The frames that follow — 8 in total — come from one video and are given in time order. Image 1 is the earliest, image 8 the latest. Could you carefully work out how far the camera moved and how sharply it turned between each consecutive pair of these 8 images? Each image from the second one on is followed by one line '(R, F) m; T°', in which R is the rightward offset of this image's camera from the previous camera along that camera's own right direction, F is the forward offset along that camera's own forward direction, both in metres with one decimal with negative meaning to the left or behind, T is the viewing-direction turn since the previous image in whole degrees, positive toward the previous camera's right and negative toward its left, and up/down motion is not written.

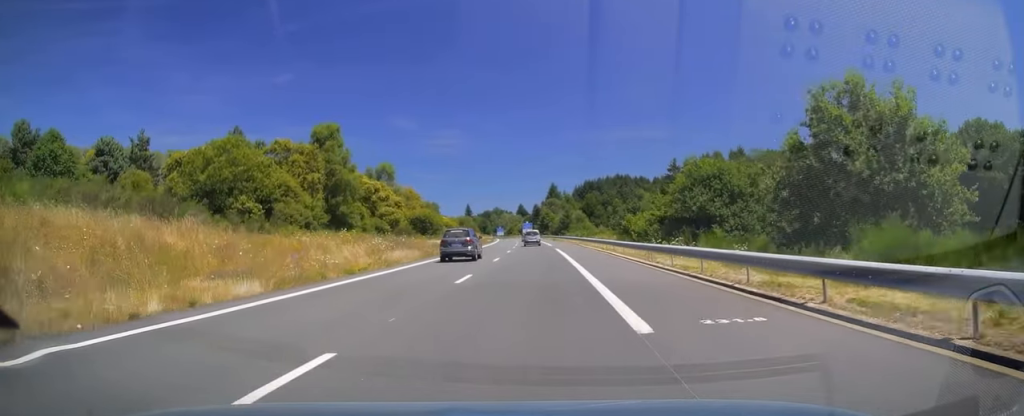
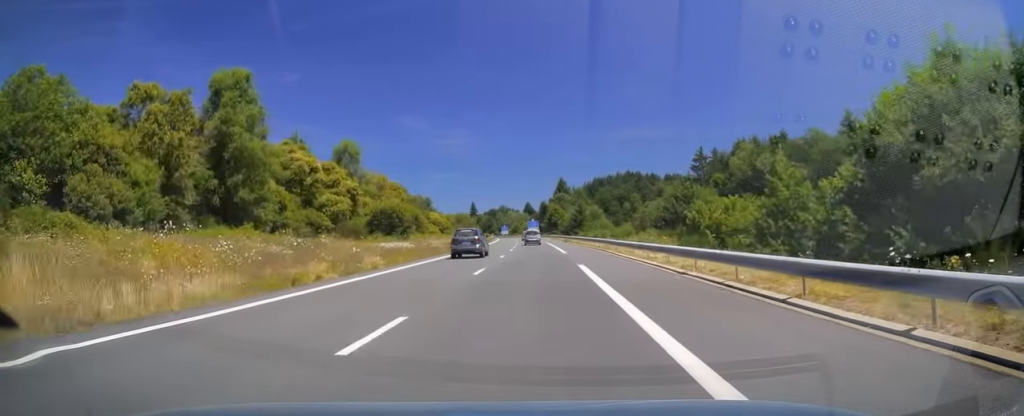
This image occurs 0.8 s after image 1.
(-0.3, +23.1) m; -1°
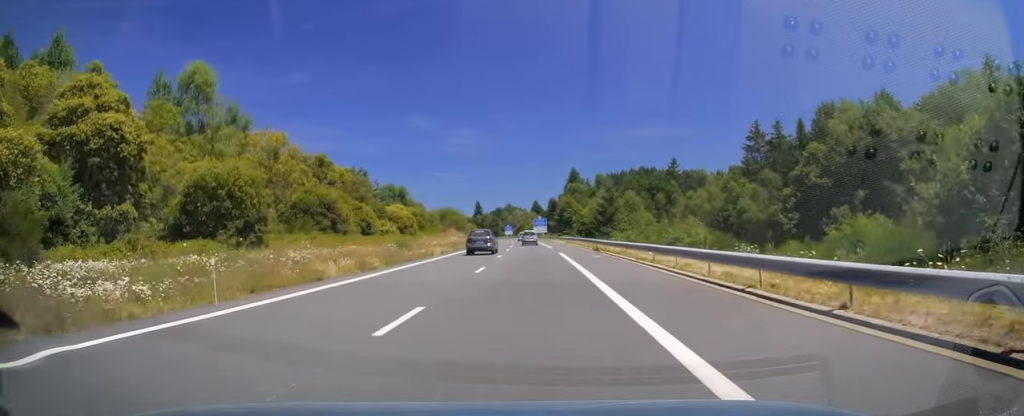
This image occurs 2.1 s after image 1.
(-0.3, +37.8) m; -1°
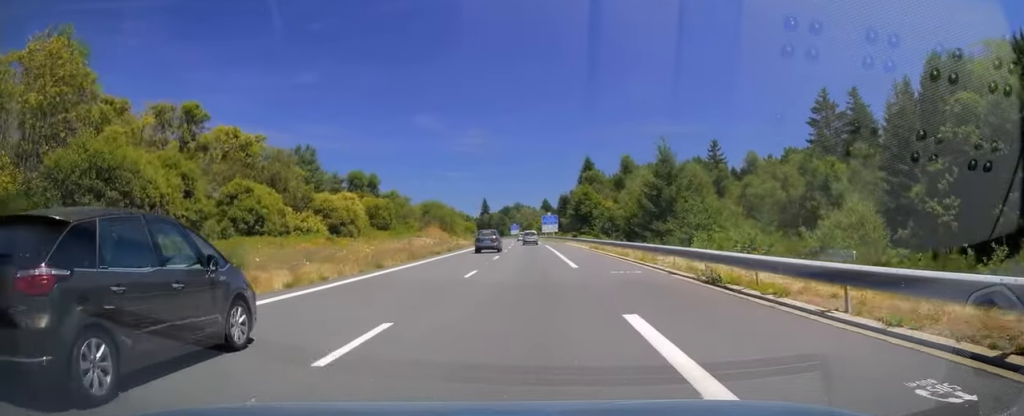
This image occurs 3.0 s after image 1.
(0.0, +27.9) m; 0°
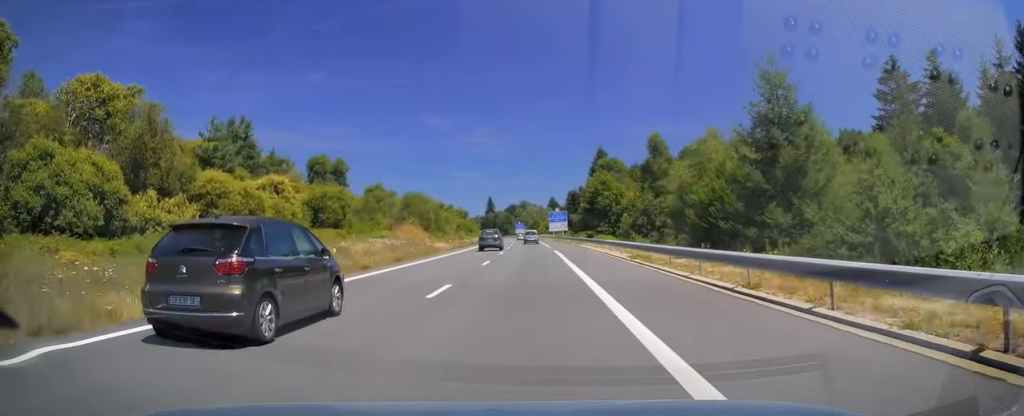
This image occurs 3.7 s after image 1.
(0.0, +19.6) m; -1°
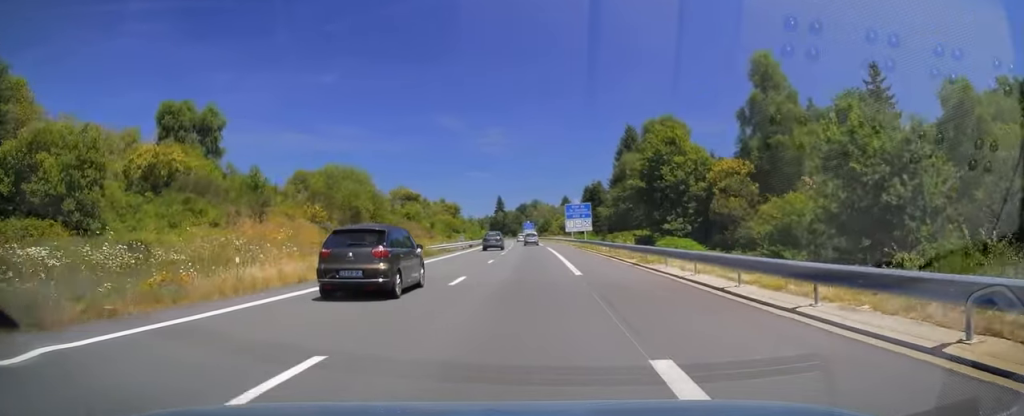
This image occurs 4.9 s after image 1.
(-0.4, +35.3) m; -2°
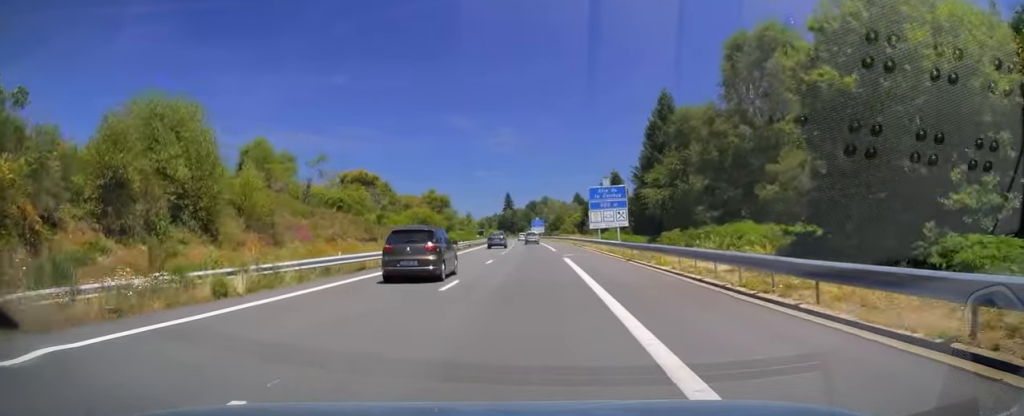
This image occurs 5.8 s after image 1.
(-0.4, +28.1) m; -1°
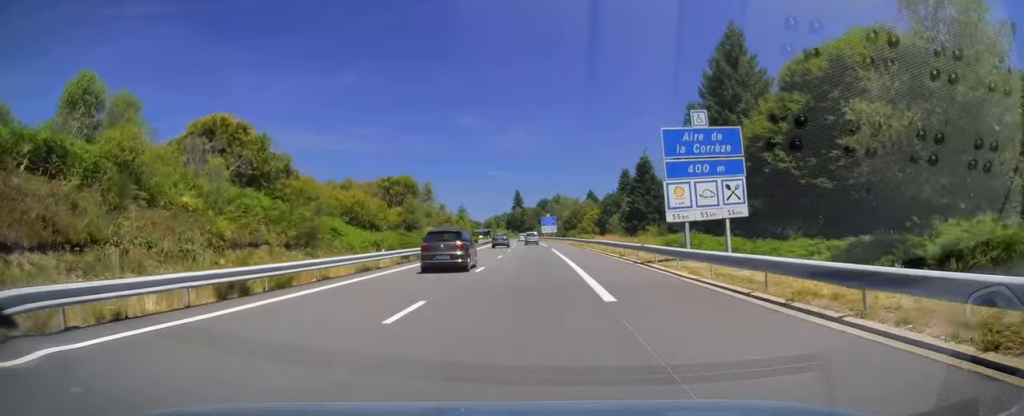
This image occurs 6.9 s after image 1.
(+0.1, +31.5) m; -1°
